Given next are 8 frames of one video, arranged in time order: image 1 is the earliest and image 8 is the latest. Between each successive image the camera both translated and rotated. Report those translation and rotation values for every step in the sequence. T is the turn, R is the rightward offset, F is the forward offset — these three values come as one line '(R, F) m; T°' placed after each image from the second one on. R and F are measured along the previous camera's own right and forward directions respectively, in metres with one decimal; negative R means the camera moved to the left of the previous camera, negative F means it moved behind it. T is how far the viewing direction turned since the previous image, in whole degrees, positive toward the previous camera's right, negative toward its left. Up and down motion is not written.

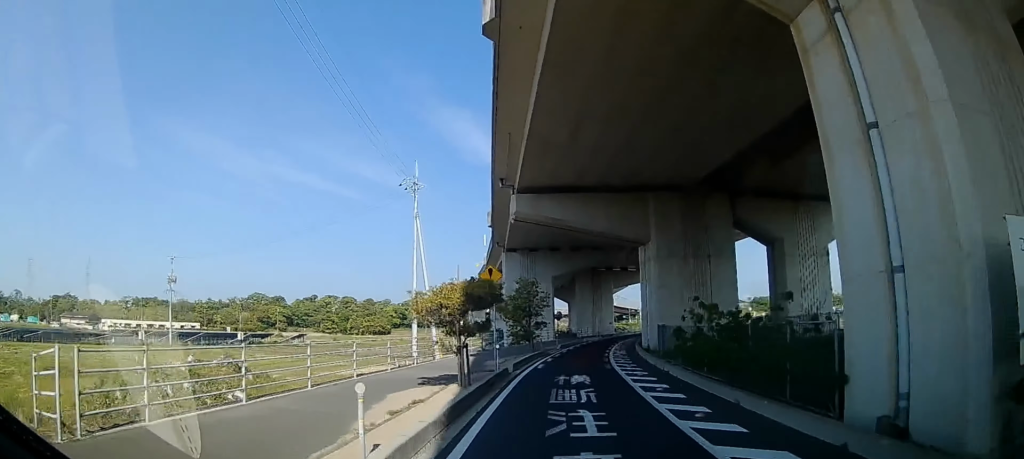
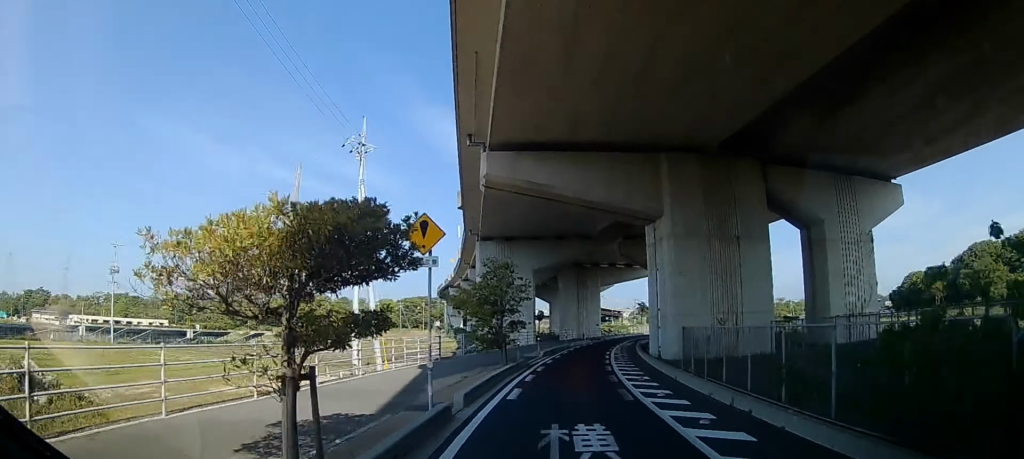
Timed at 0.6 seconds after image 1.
(0.0, +8.8) m; +1°
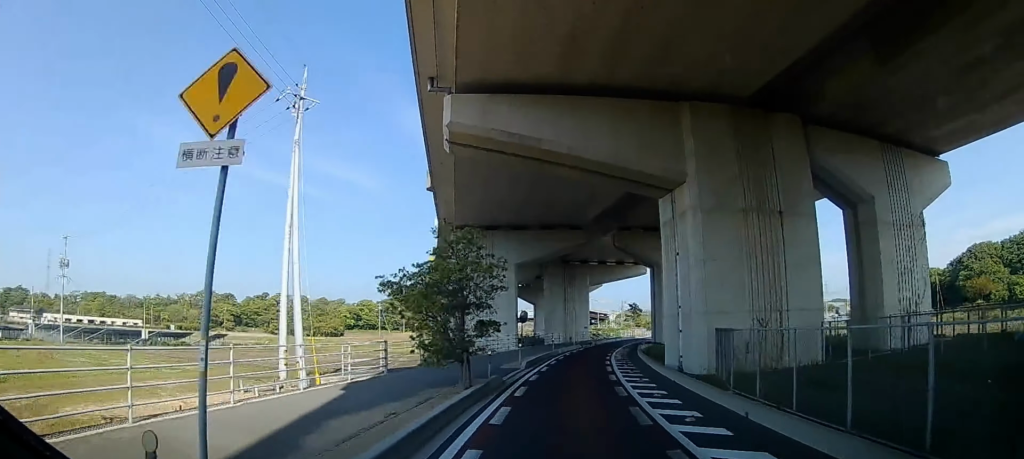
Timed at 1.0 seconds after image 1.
(-0.1, +7.3) m; +1°
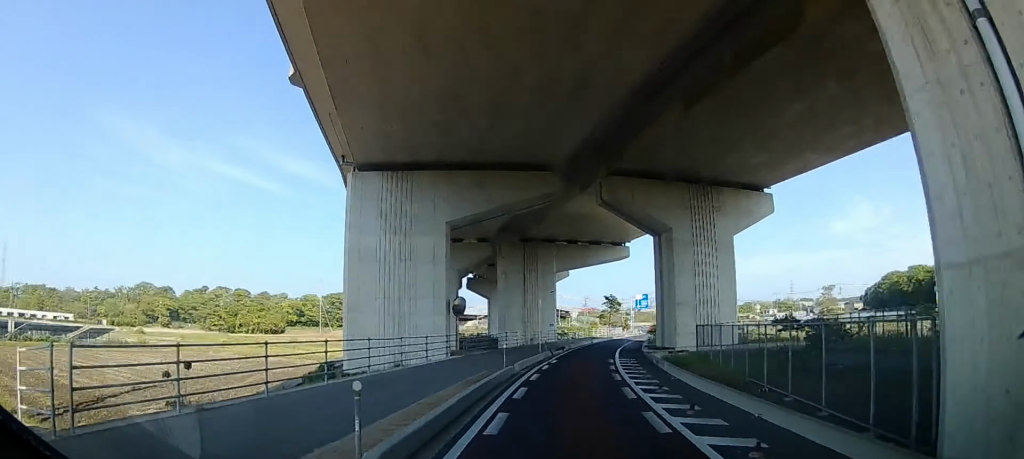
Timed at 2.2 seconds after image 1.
(+0.8, +19.0) m; +4°
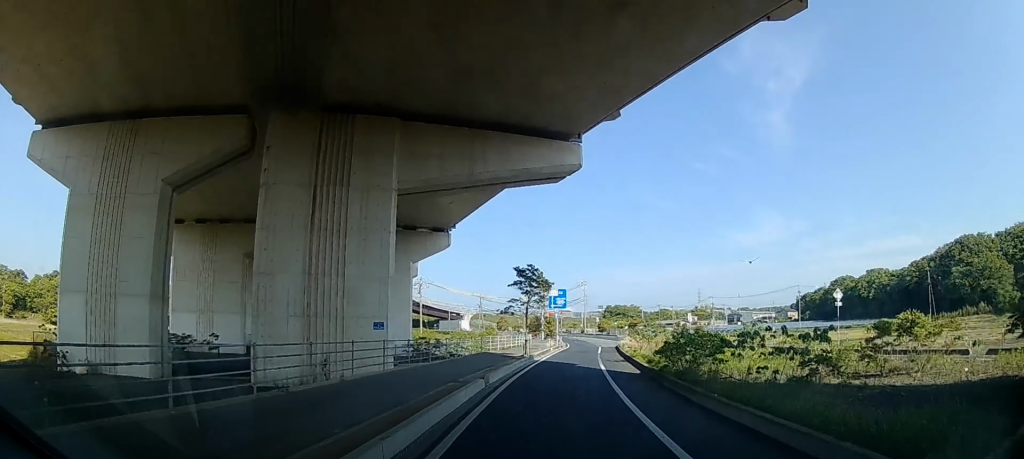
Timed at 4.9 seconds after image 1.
(+2.7, +42.4) m; +7°
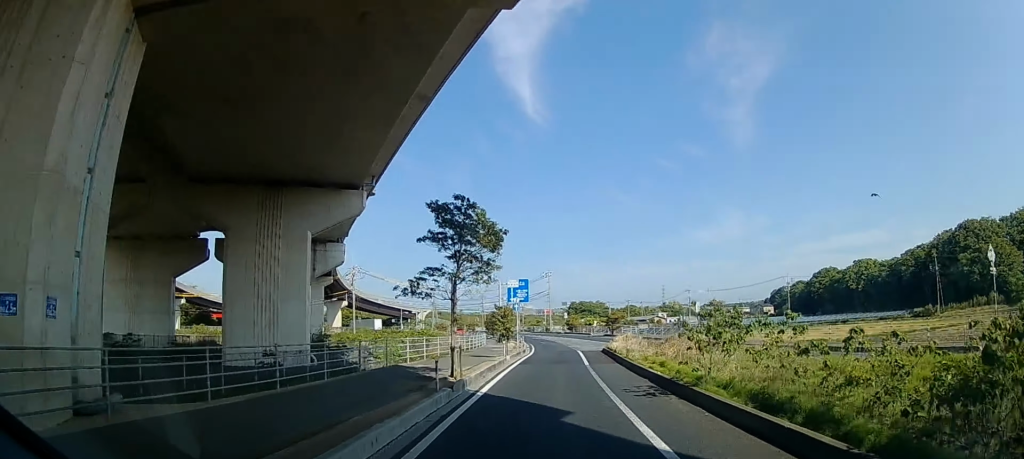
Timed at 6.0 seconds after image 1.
(+0.8, +16.3) m; +7°
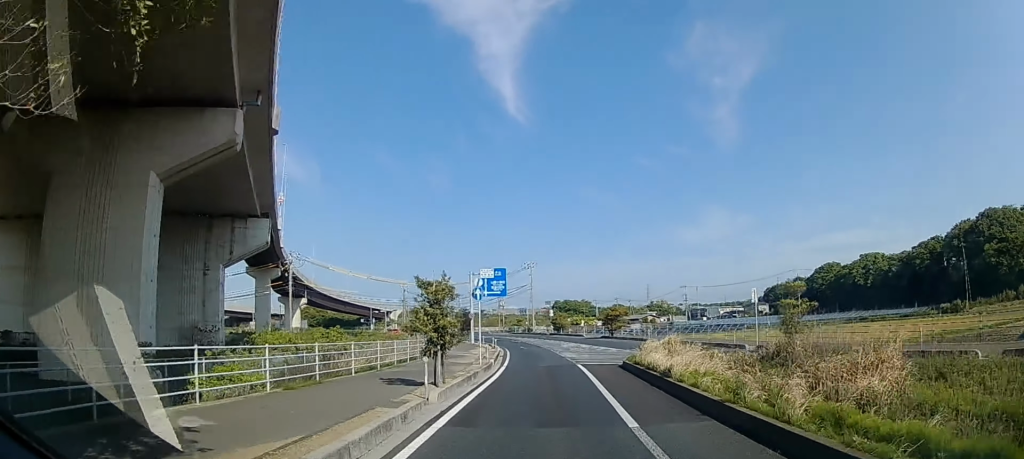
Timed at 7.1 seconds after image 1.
(+1.1, +17.4) m; +5°
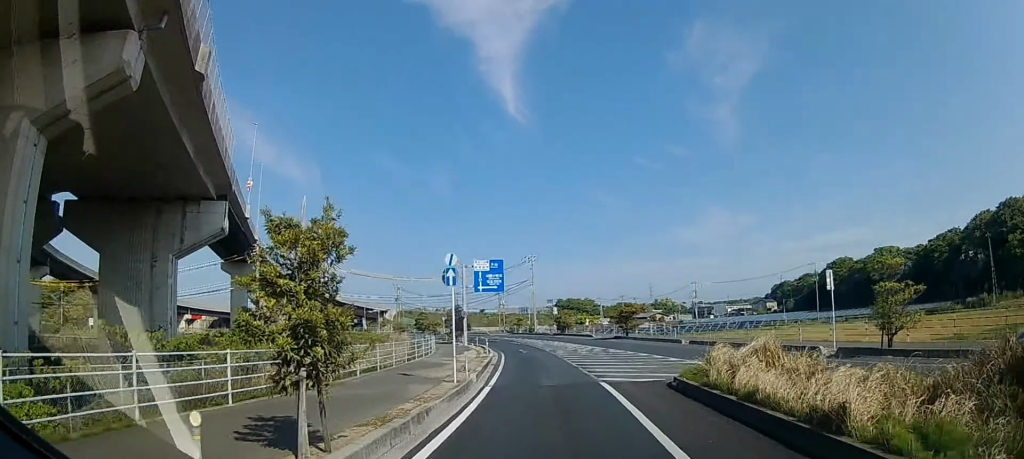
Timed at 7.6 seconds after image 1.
(+0.1, +7.3) m; +1°
